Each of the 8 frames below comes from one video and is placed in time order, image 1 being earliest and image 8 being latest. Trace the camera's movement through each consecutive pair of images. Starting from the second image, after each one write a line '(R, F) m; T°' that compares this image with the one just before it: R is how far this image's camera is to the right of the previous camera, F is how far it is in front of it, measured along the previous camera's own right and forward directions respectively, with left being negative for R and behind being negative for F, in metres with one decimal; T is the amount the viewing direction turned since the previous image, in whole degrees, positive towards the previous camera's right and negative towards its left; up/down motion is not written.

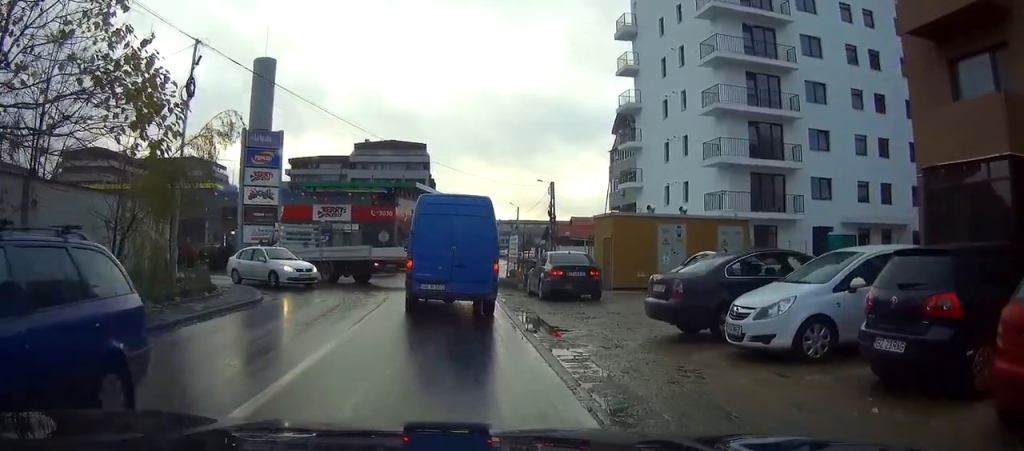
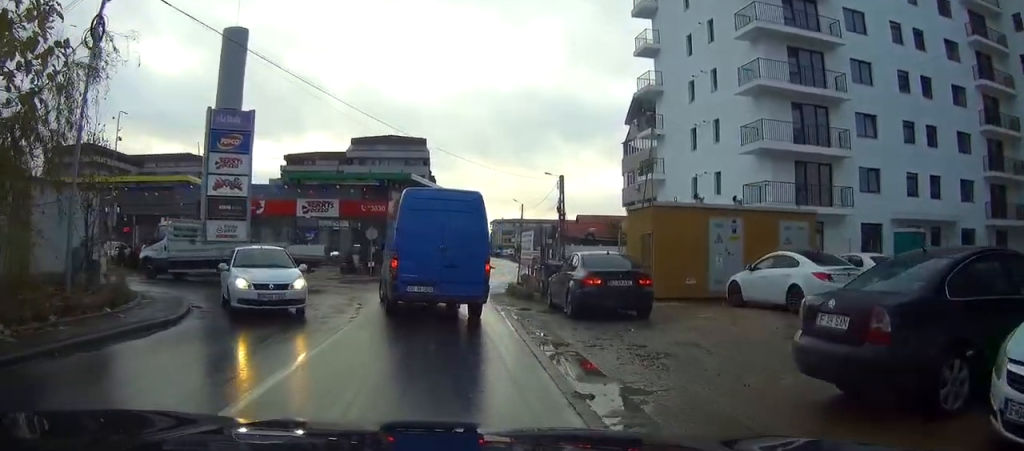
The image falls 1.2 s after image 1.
(-0.6, +5.8) m; +3°
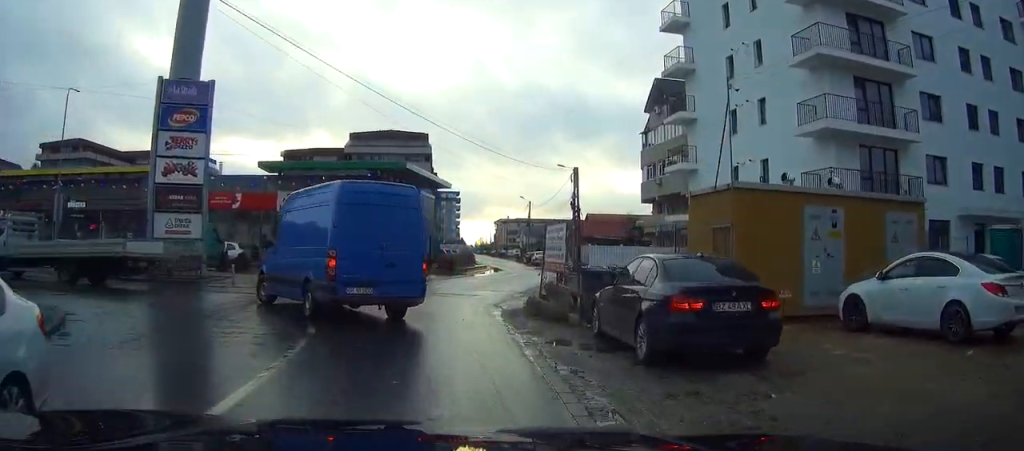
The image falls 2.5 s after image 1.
(+1.2, +6.2) m; +15°
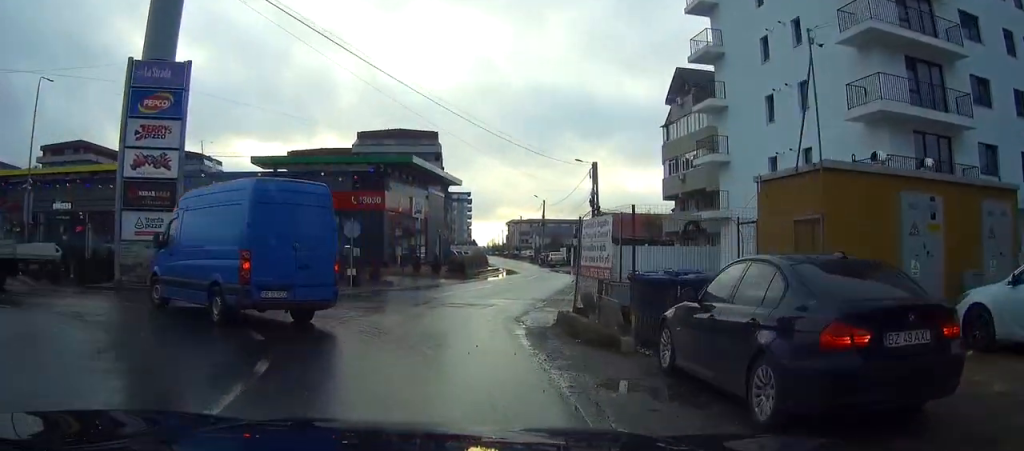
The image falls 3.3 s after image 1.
(+0.2, +3.6) m; -1°
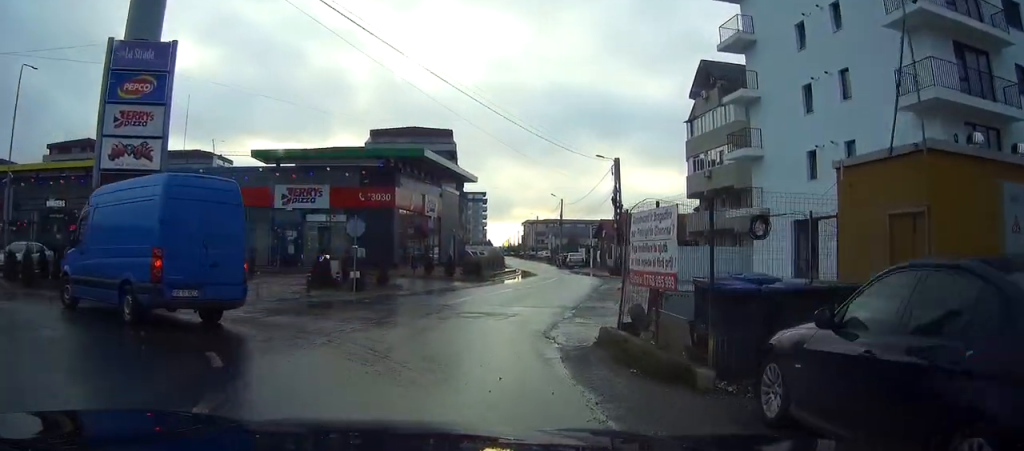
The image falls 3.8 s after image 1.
(+0.1, +2.6) m; -5°
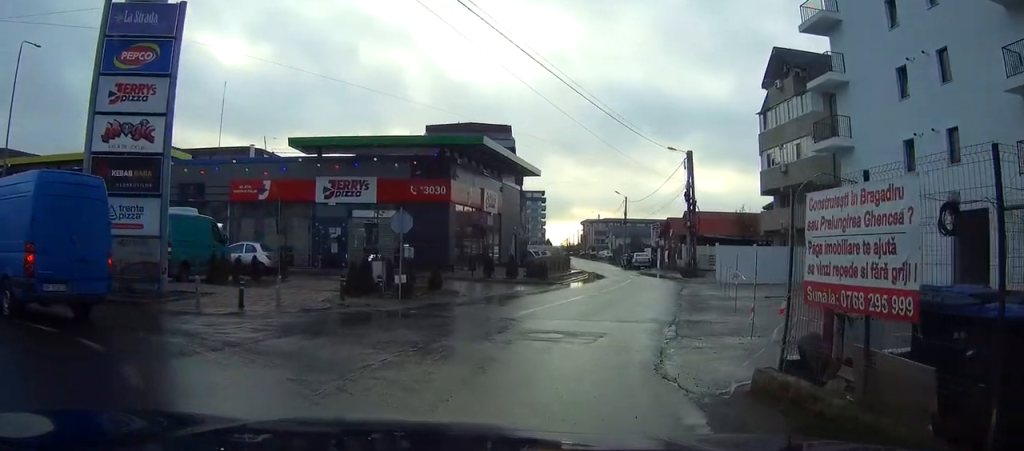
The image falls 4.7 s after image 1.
(-0.6, +3.9) m; -14°
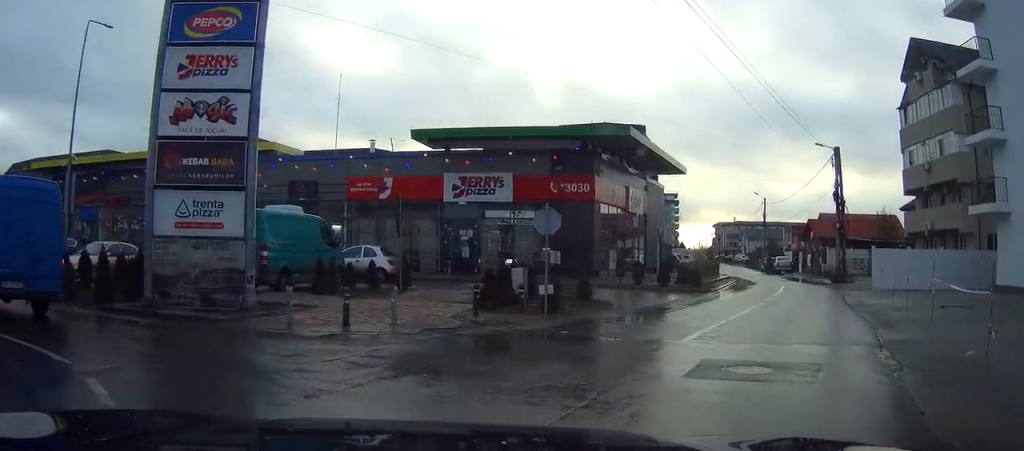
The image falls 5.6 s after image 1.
(-0.5, +3.6) m; -14°
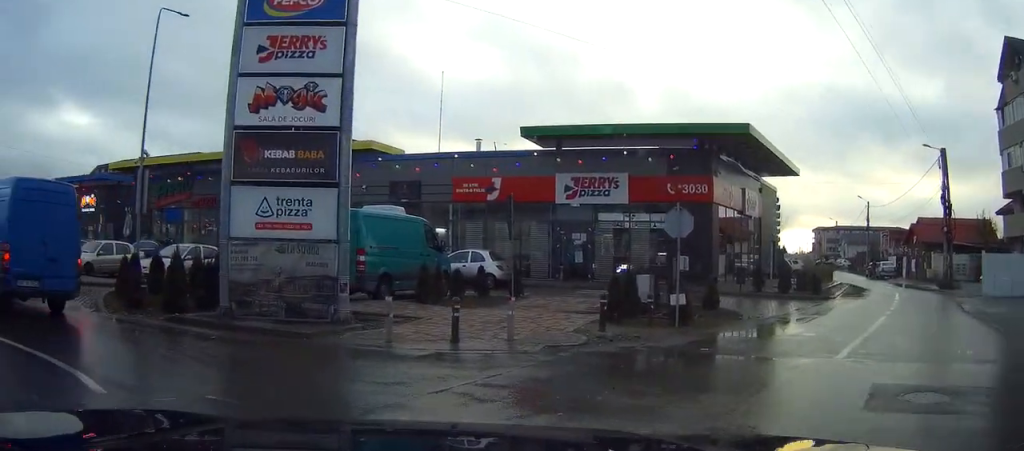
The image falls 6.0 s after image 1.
(0.0, +1.7) m; -7°
